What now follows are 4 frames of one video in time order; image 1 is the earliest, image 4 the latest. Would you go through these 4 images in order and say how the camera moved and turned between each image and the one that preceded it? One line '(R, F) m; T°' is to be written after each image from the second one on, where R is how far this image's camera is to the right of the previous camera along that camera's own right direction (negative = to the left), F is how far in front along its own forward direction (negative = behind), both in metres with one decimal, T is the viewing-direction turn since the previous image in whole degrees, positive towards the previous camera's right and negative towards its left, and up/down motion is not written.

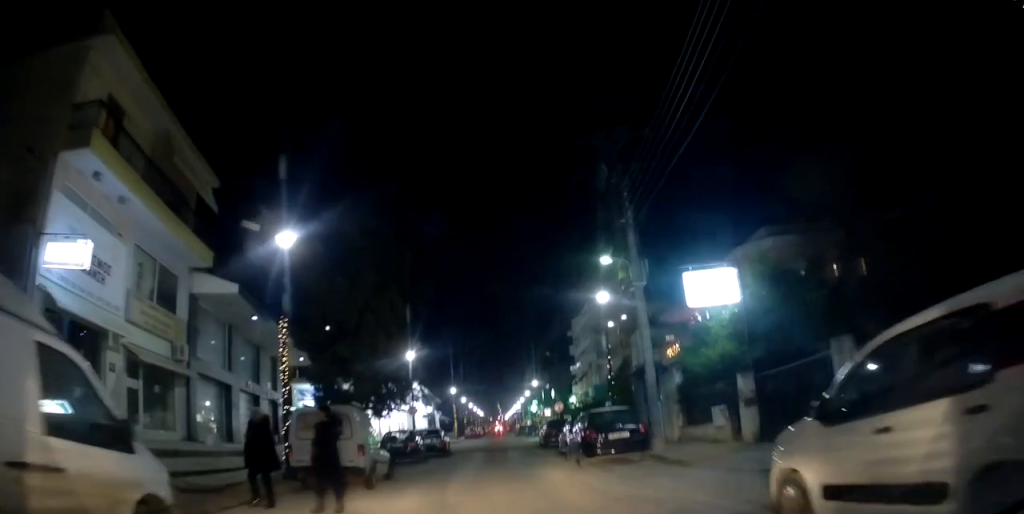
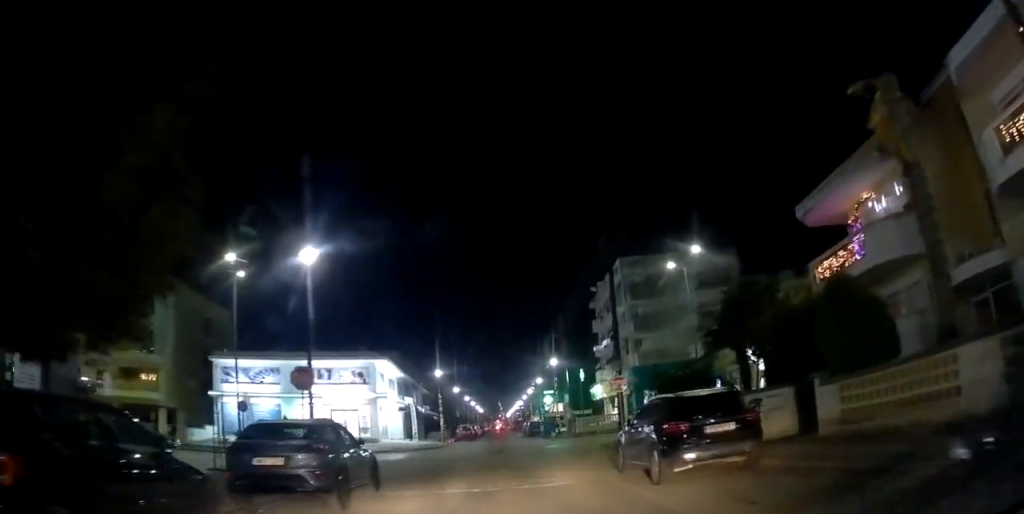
(-1.0, +19.1) m; -7°
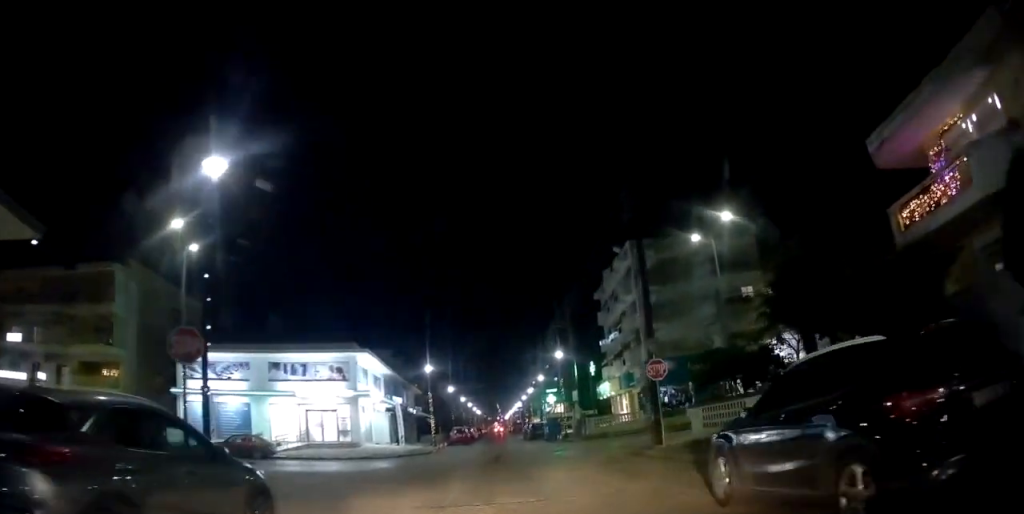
(-0.3, +5.5) m; +1°
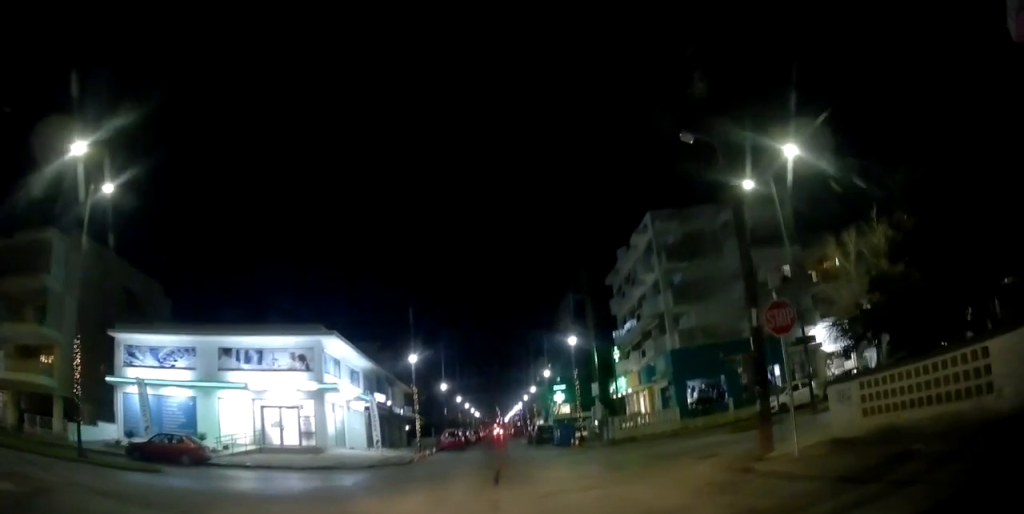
(+0.6, +7.5) m; +5°
